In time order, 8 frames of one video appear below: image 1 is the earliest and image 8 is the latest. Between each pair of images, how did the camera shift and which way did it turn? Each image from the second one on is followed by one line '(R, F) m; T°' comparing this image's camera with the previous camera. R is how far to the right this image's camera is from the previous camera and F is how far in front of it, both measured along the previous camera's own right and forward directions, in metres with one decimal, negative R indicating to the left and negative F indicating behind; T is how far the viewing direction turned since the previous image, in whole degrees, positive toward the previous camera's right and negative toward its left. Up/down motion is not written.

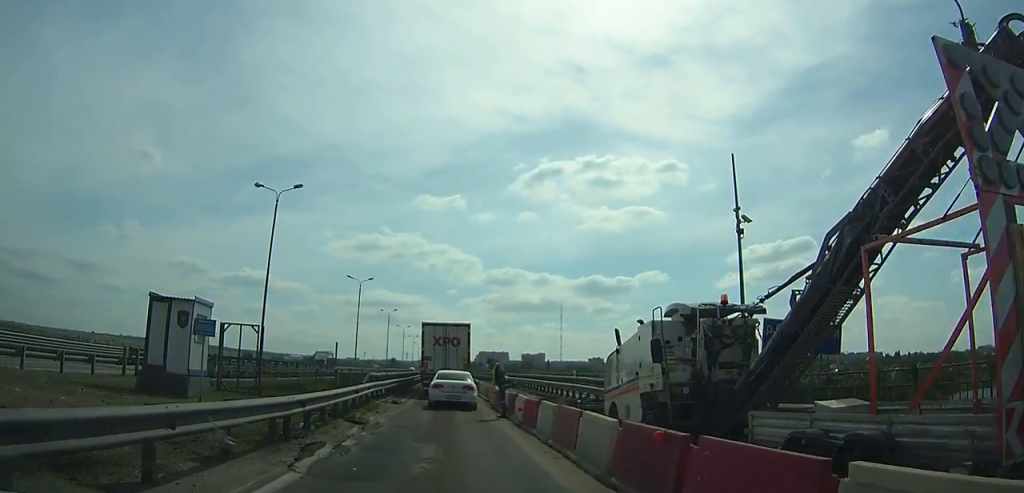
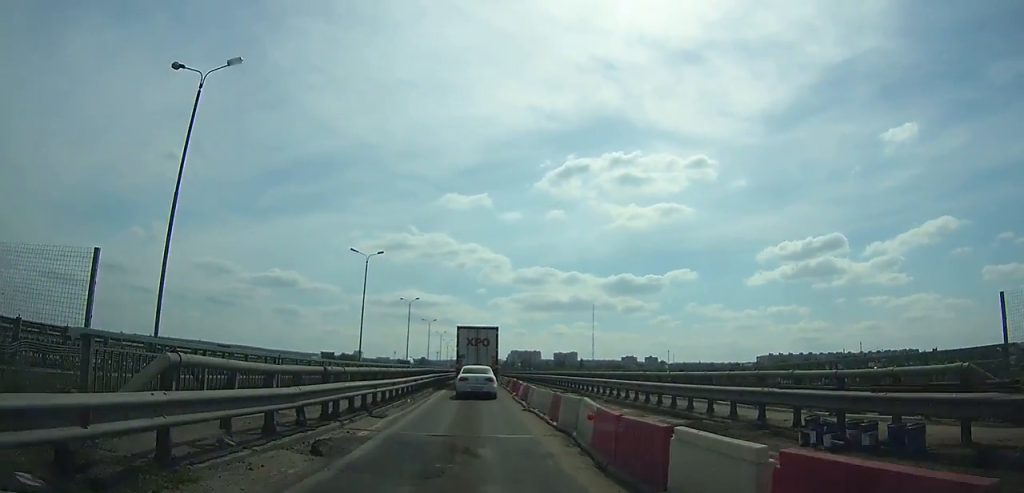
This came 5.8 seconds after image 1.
(-0.6, +15.8) m; -4°
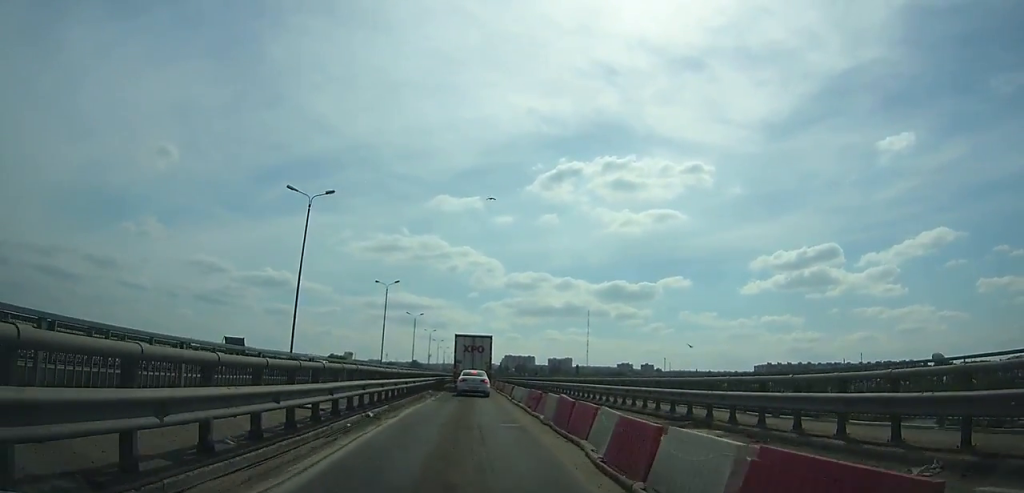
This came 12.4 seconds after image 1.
(-0.5, +20.0) m; 0°
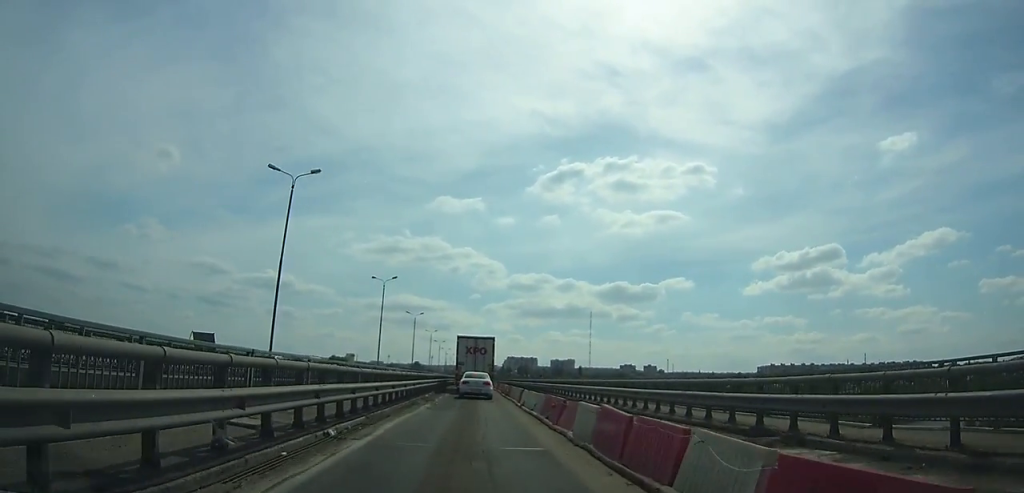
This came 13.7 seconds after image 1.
(-0.1, +4.1) m; +1°
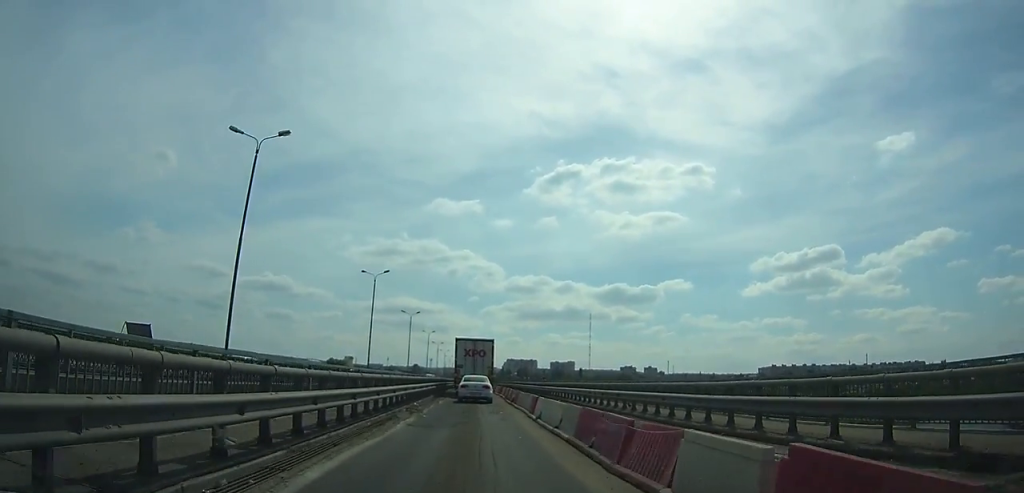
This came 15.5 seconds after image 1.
(+0.3, +5.7) m; +1°
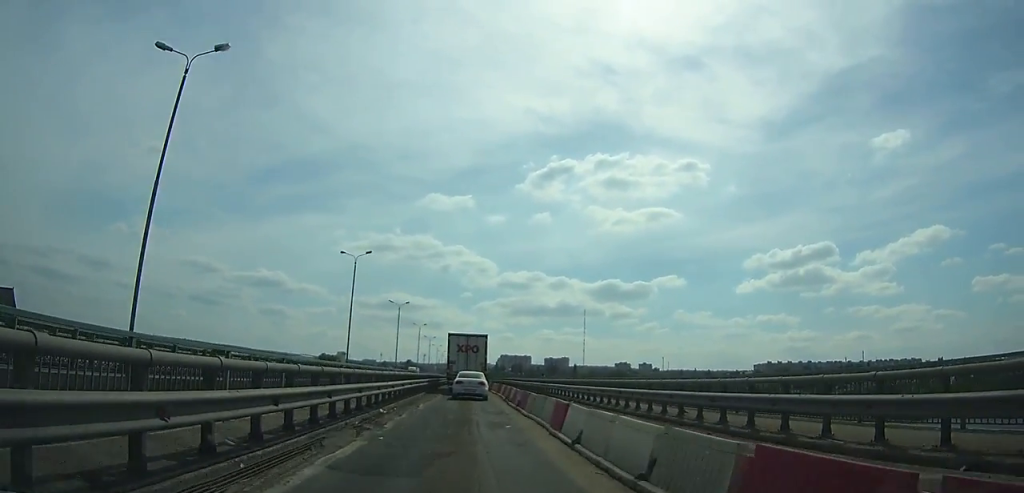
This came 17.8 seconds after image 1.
(+0.1, +7.3) m; 0°
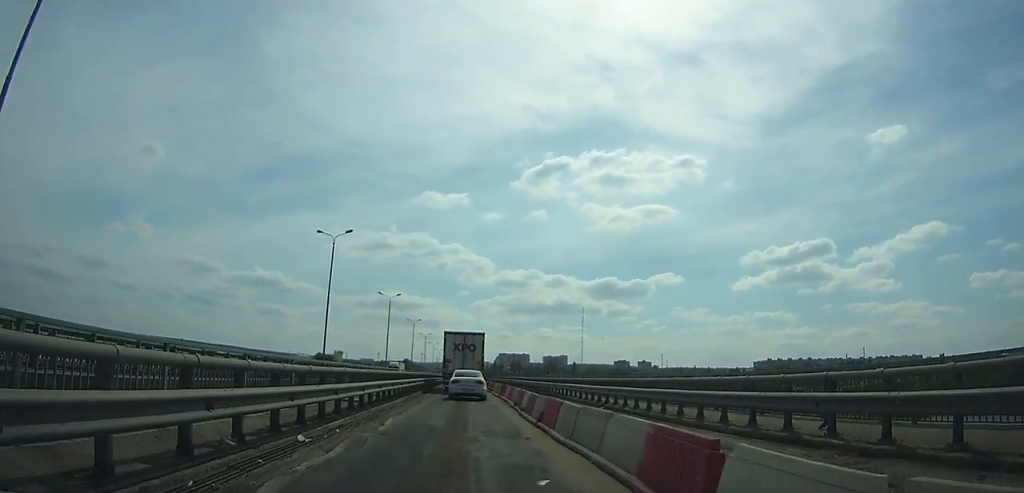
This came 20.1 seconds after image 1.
(-0.1, +7.4) m; 0°
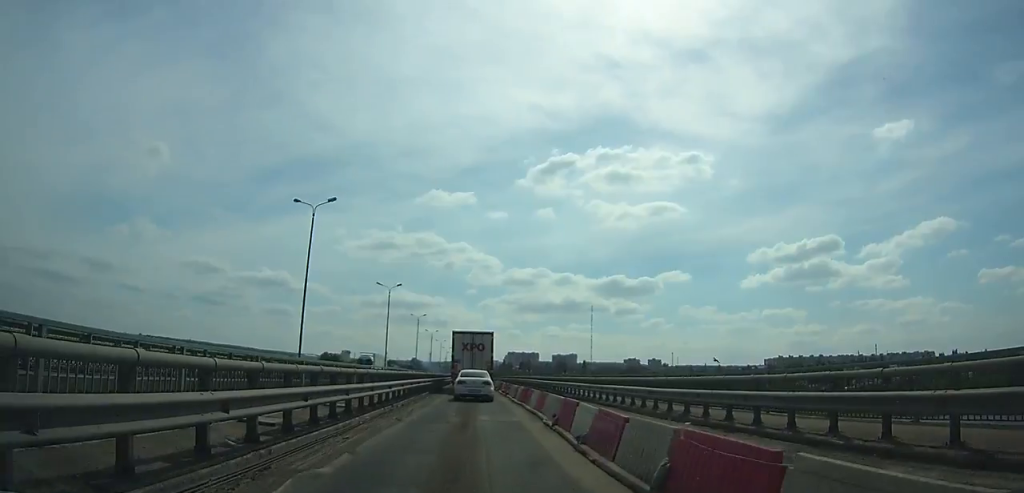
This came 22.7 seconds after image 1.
(+0.1, +8.7) m; 0°
